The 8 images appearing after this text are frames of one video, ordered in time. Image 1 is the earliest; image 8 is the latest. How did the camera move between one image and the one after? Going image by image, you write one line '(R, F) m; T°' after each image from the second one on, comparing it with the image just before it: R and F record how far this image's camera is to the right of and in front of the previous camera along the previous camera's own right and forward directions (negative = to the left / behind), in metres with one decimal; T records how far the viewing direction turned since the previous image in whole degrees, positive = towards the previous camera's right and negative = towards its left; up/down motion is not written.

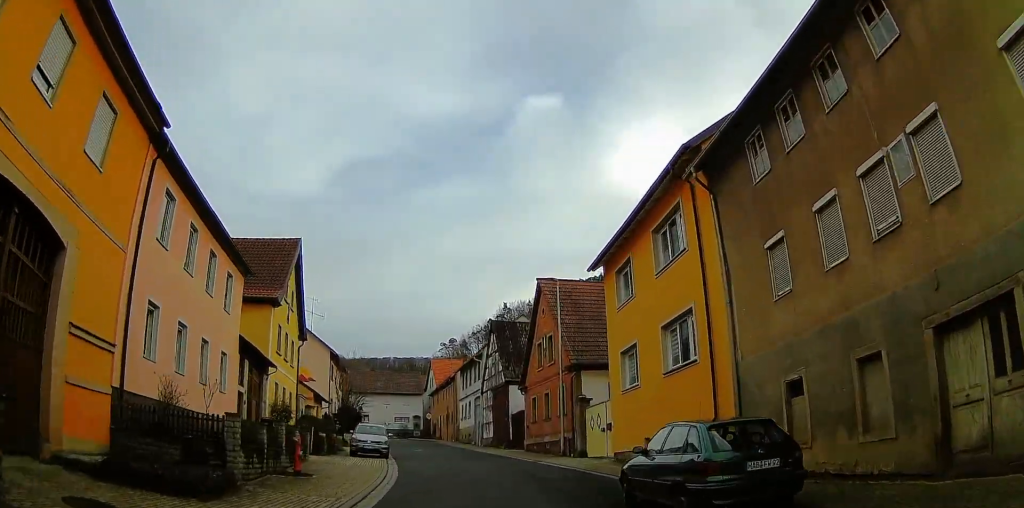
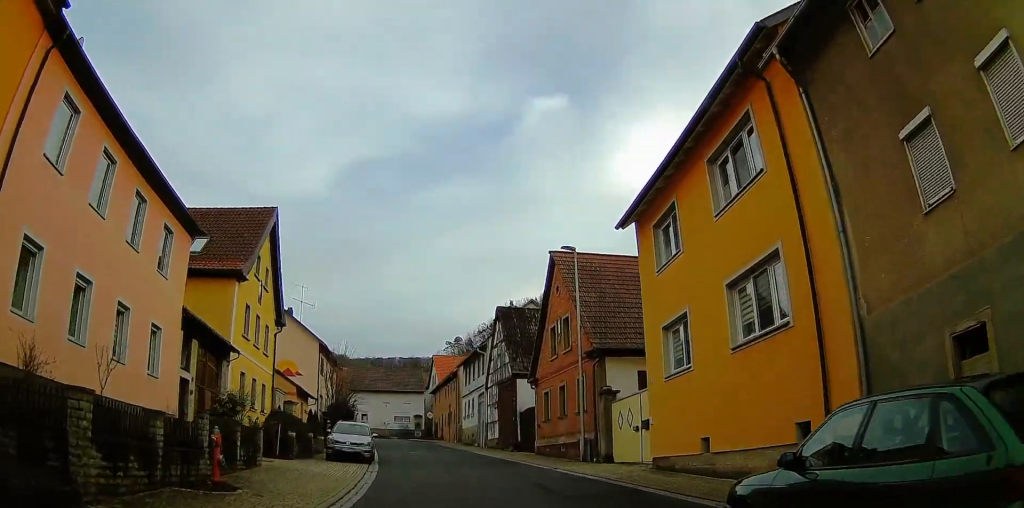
(0.0, +4.9) m; 0°
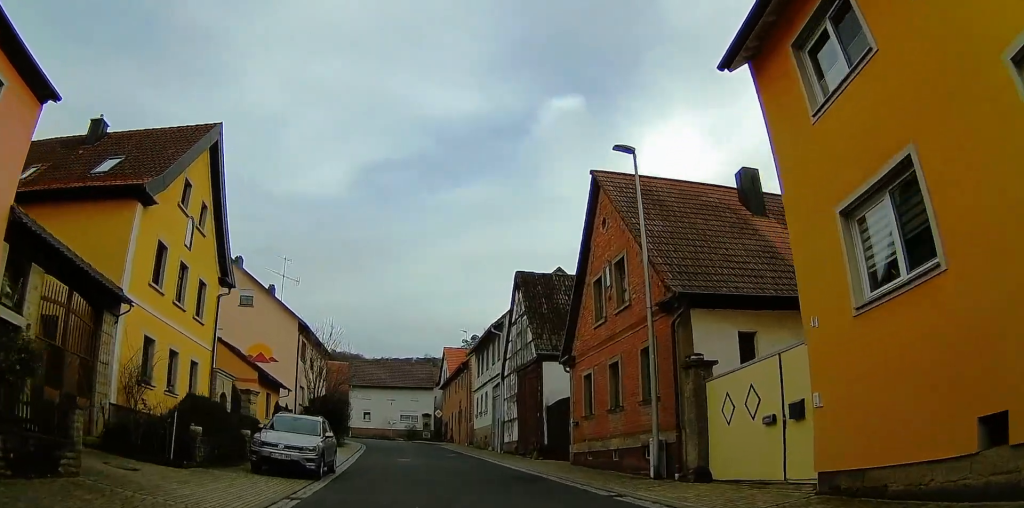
(0.0, +8.7) m; 0°
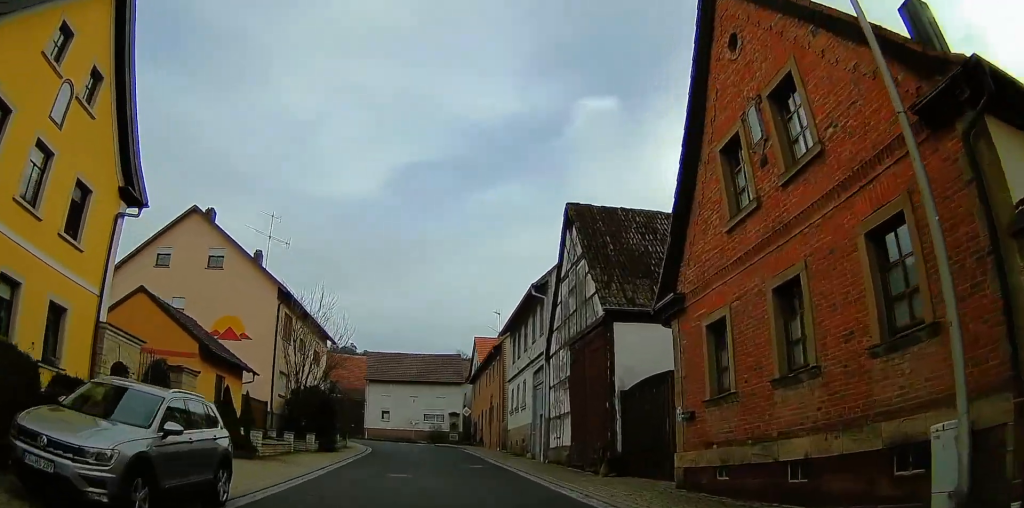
(0.0, +9.3) m; 0°
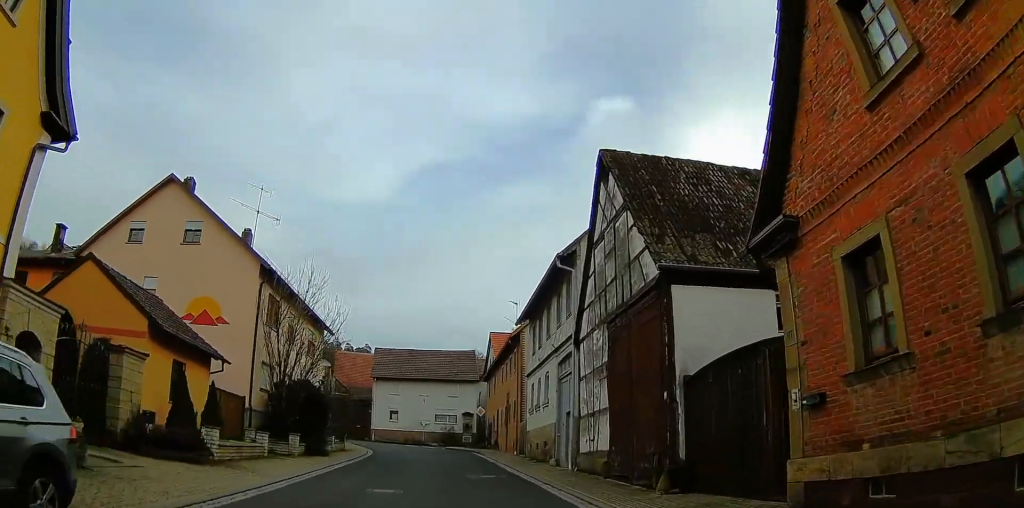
(0.0, +4.3) m; 0°
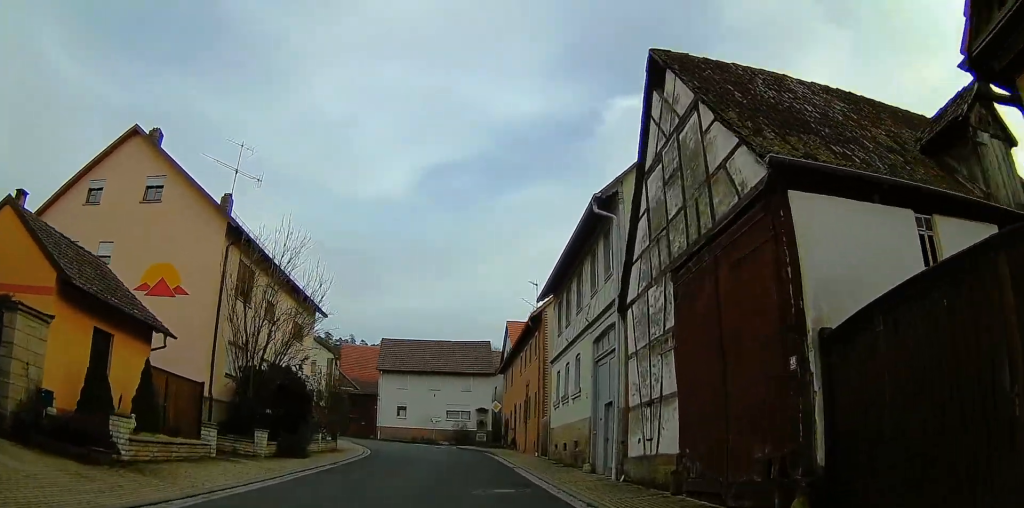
(0.0, +4.9) m; 0°
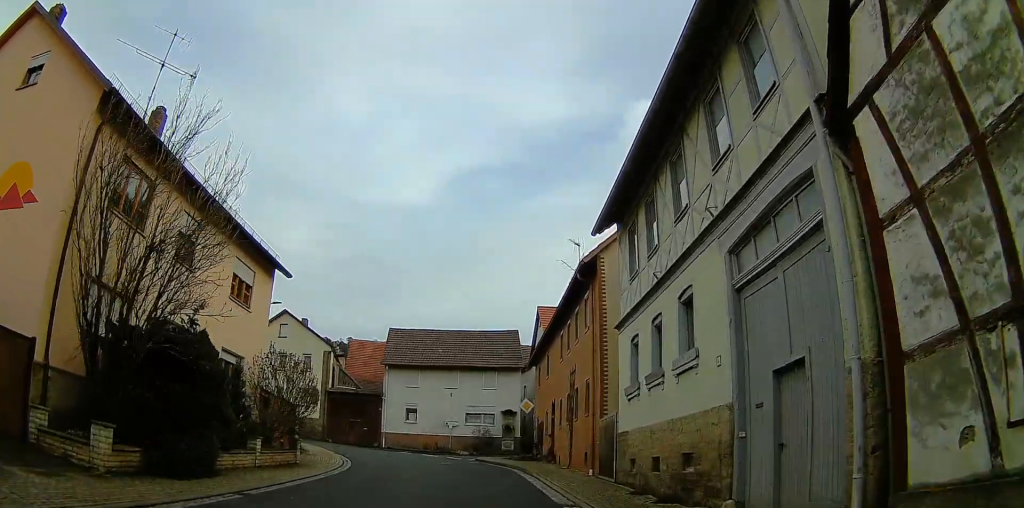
(0.0, +9.4) m; -3°
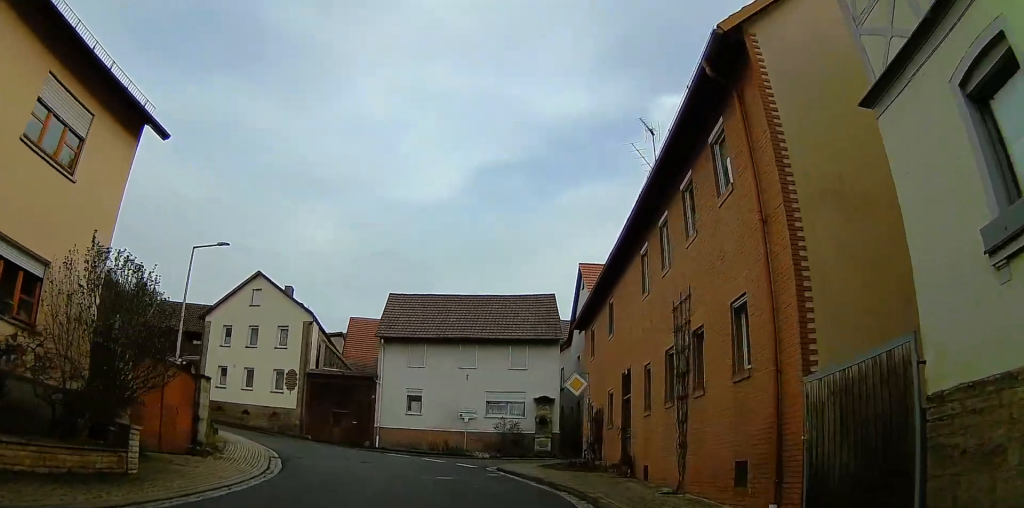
(-0.8, +11.2) m; -7°
